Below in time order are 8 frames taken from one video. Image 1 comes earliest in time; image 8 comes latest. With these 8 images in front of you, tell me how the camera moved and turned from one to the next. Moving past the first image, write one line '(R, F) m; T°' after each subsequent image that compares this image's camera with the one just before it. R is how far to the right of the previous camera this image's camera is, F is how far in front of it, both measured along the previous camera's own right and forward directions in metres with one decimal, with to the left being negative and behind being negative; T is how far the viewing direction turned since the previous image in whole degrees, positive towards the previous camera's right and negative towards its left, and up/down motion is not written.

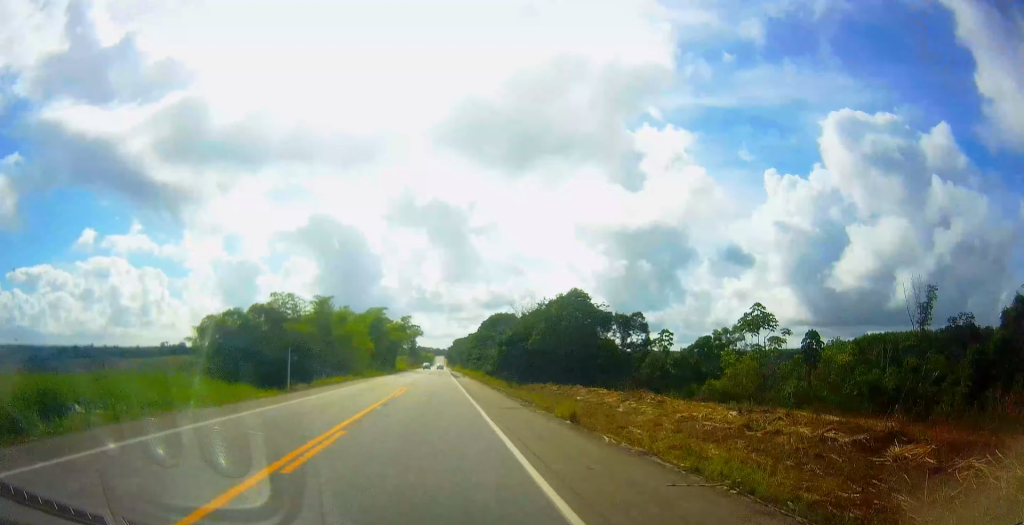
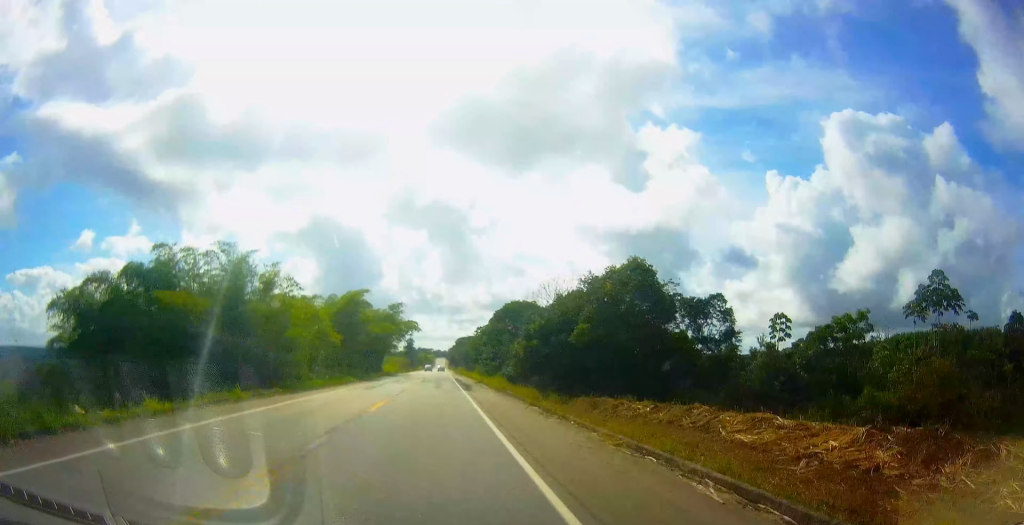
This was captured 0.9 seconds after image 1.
(+0.3, +27.4) m; 0°
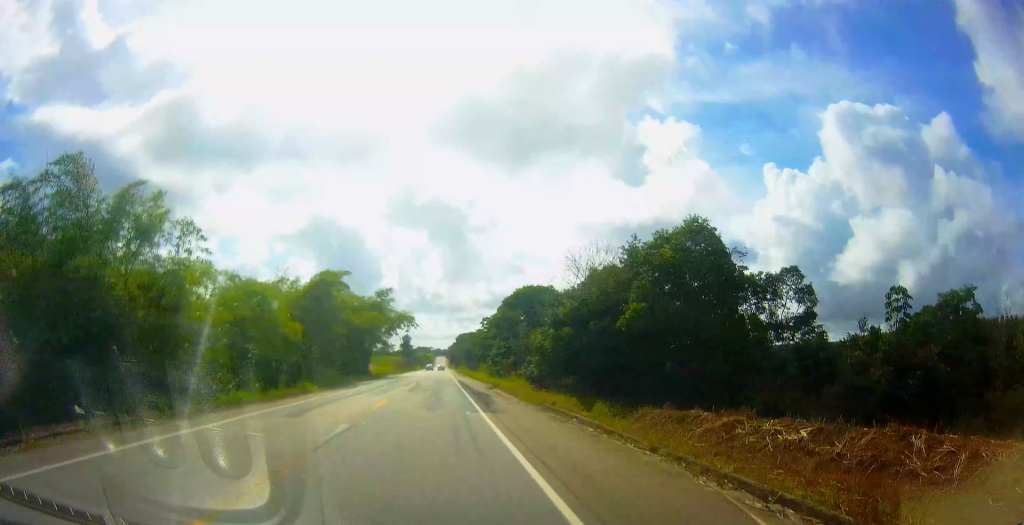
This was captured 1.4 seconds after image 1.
(+0.3, +15.7) m; 0°
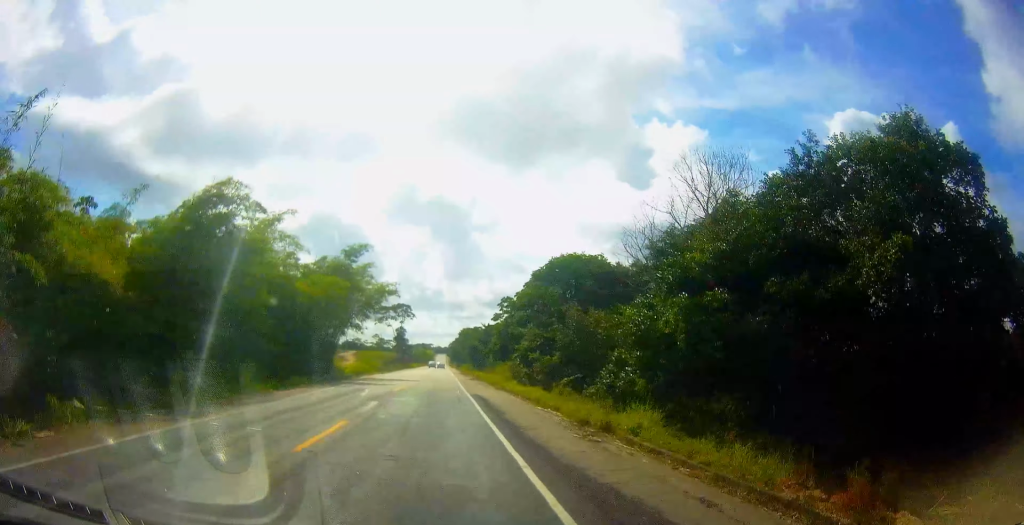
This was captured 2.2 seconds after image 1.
(-0.6, +25.1) m; 0°
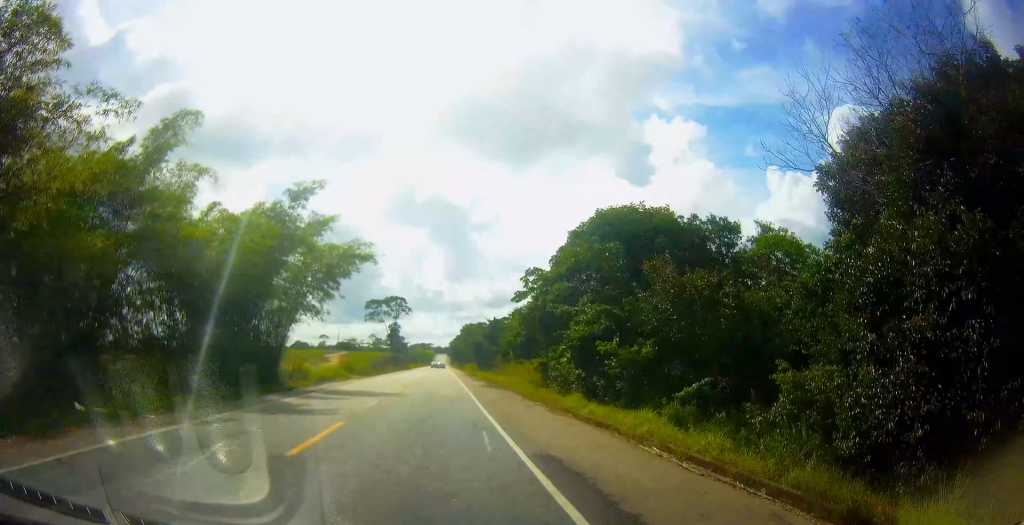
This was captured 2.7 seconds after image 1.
(+0.1, +17.3) m; 0°
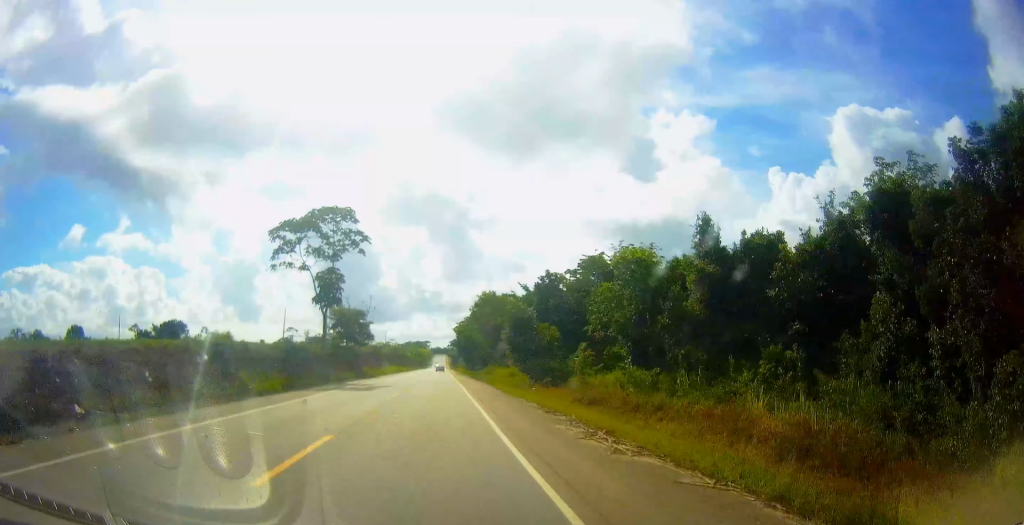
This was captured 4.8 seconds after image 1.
(+0.1, +67.5) m; -1°
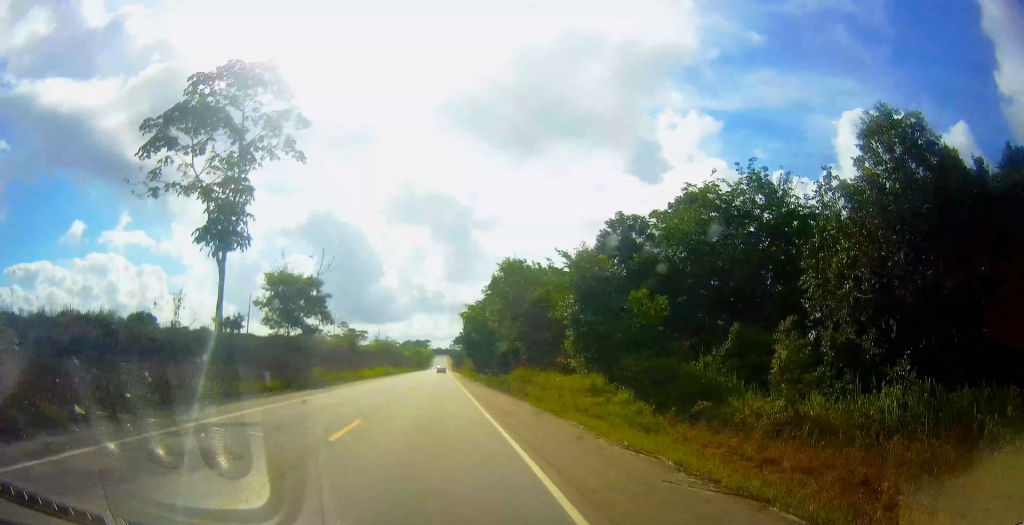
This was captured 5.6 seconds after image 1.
(-0.2, +26.0) m; 0°
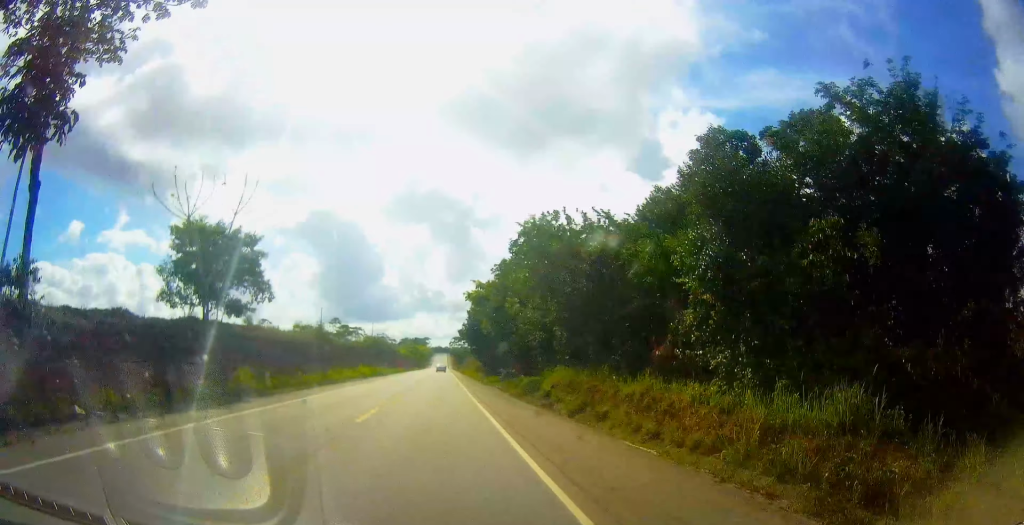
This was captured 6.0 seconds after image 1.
(+0.2, +15.1) m; +1°
